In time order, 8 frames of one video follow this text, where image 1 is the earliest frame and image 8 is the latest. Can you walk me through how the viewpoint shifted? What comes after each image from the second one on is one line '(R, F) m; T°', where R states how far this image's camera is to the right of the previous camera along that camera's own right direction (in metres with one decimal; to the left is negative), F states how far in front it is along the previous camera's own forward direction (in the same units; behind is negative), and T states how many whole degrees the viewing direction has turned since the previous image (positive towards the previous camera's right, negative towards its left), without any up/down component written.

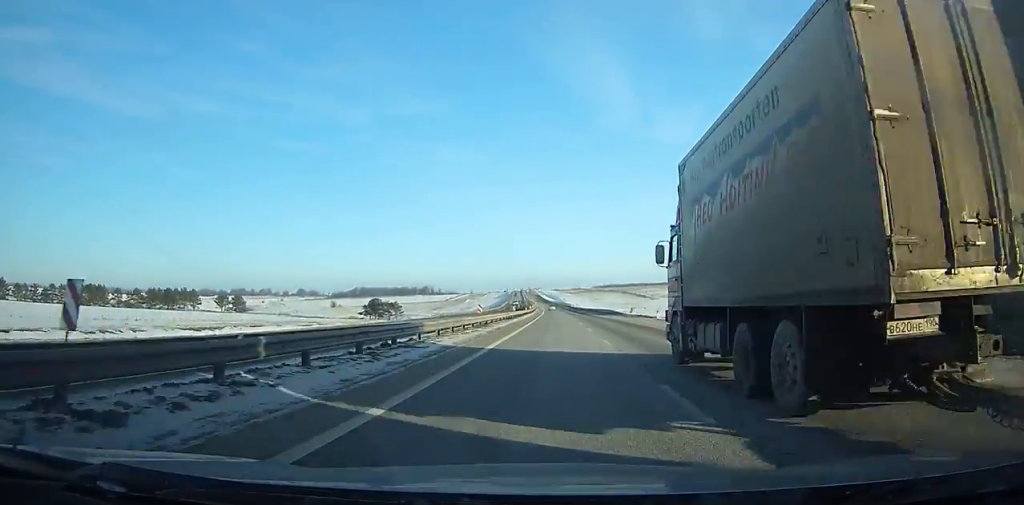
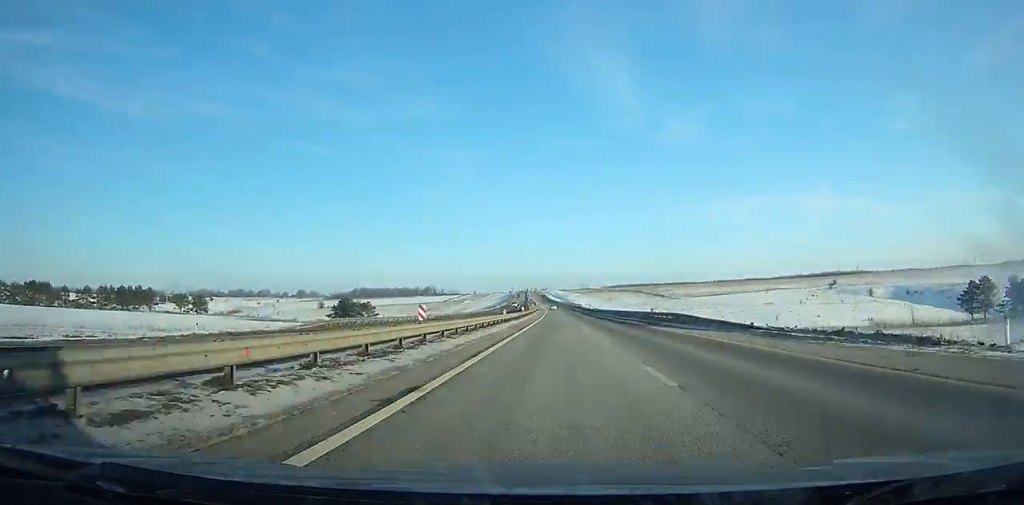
(-0.3, +43.8) m; 0°
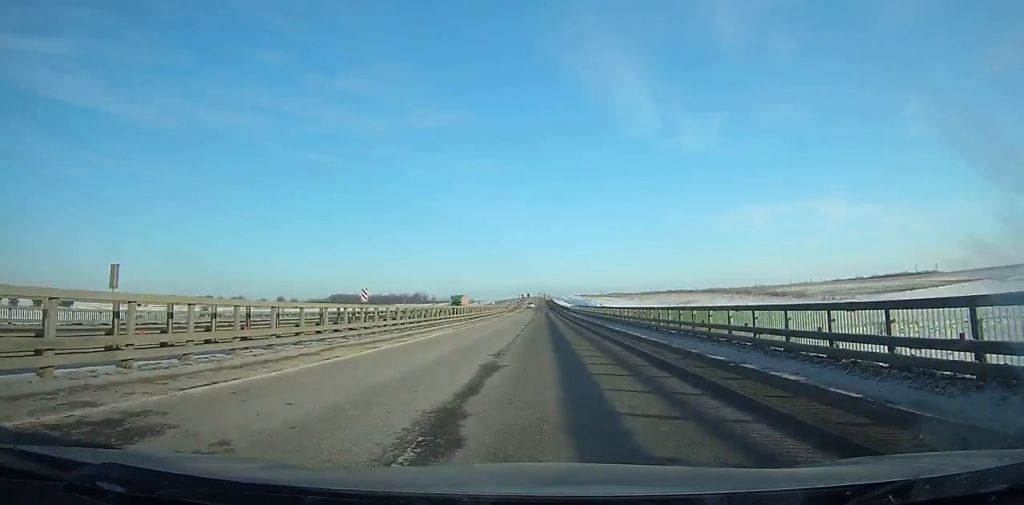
(-3.4, +180.1) m; -2°
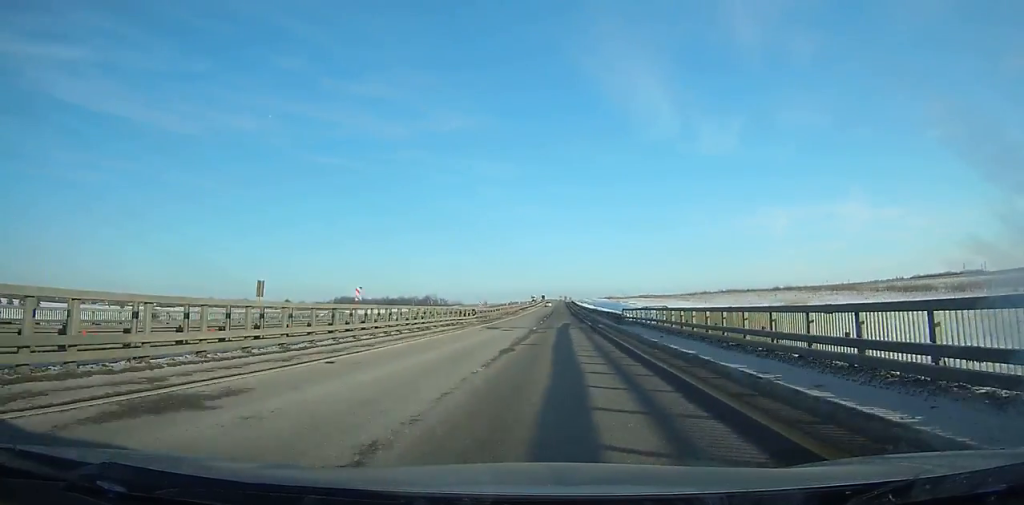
(-0.7, +62.3) m; -1°
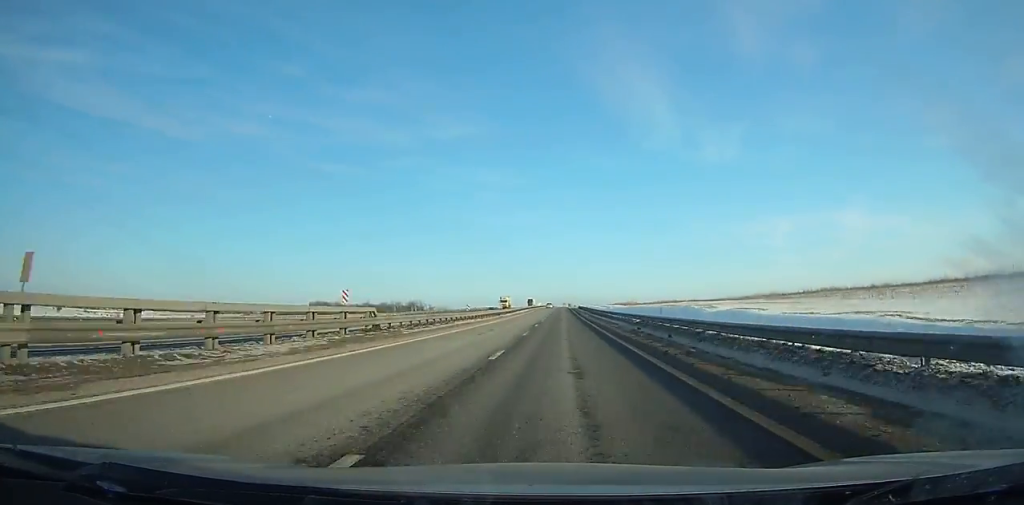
(-0.6, +90.5) m; -1°
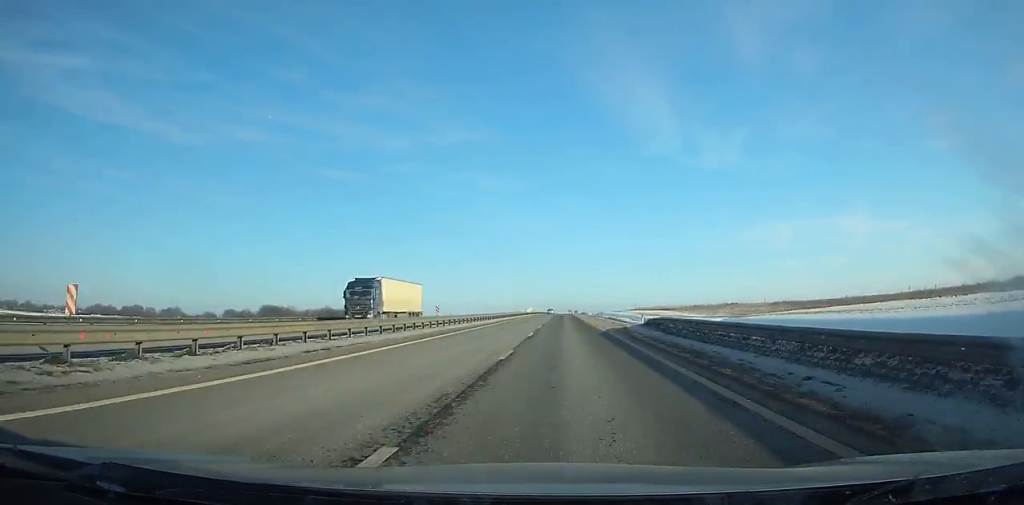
(+0.1, +127.2) m; 0°
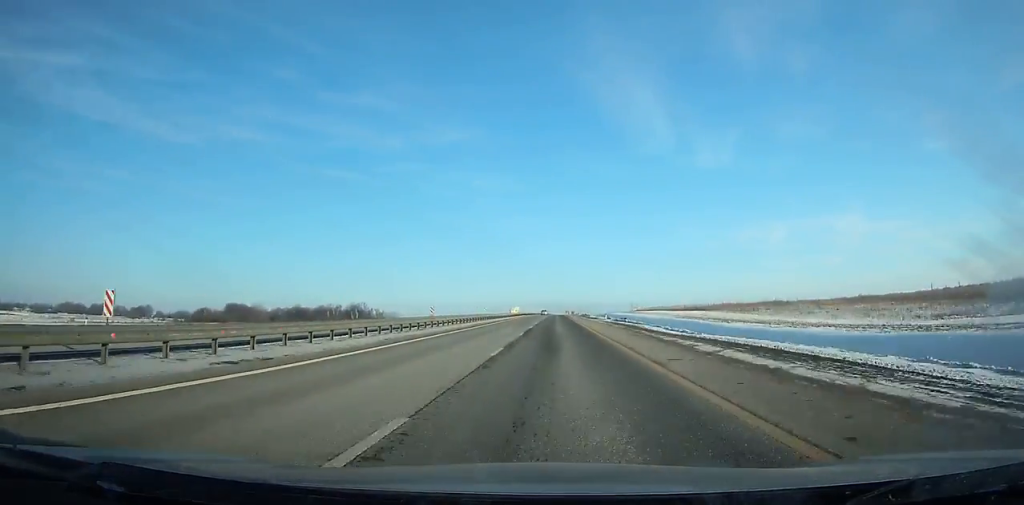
(+0.2, +56.7) m; 0°
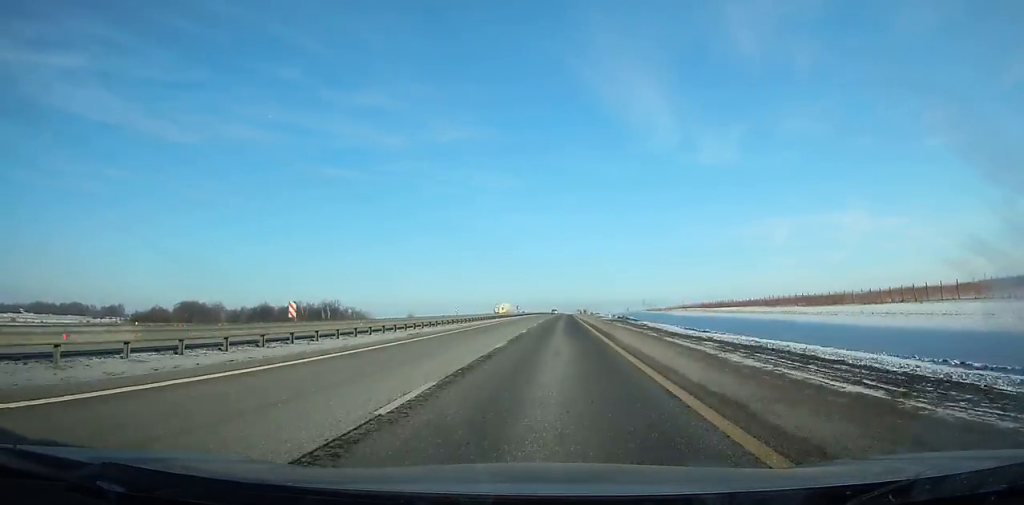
(0.0, +78.2) m; 0°
